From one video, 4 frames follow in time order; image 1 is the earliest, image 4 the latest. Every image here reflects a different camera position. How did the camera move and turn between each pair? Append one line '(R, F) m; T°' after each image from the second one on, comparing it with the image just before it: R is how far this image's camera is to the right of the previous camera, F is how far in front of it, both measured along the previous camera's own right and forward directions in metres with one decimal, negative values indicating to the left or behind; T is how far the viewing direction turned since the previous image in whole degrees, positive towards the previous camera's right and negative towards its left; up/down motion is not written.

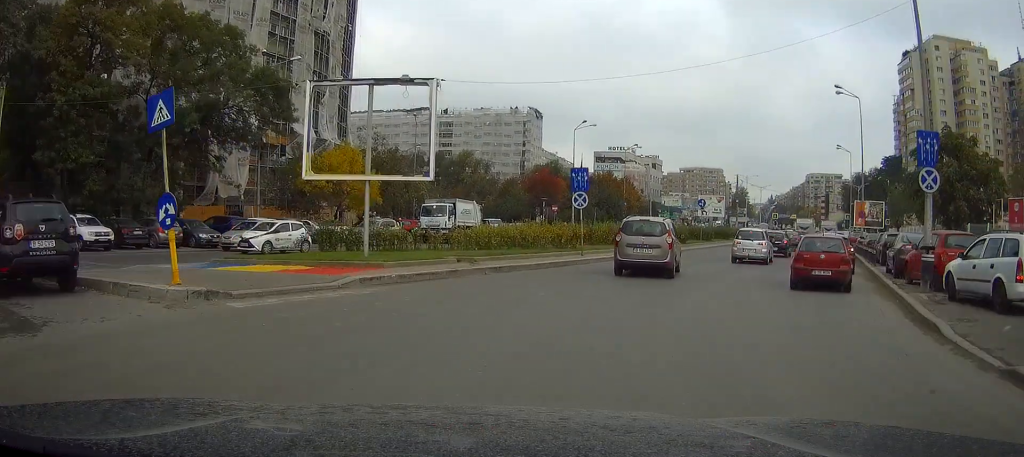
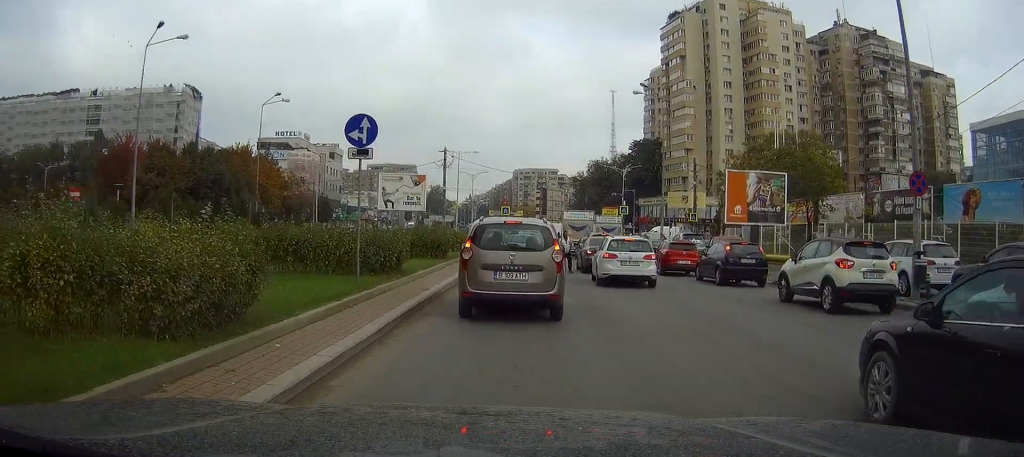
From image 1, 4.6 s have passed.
(+9.2, +37.8) m; +26°
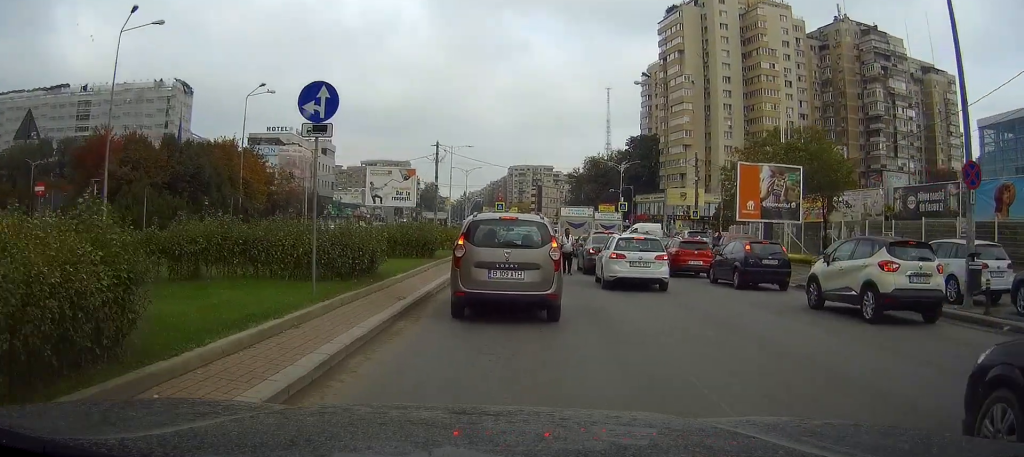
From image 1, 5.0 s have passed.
(0.0, +2.6) m; -1°
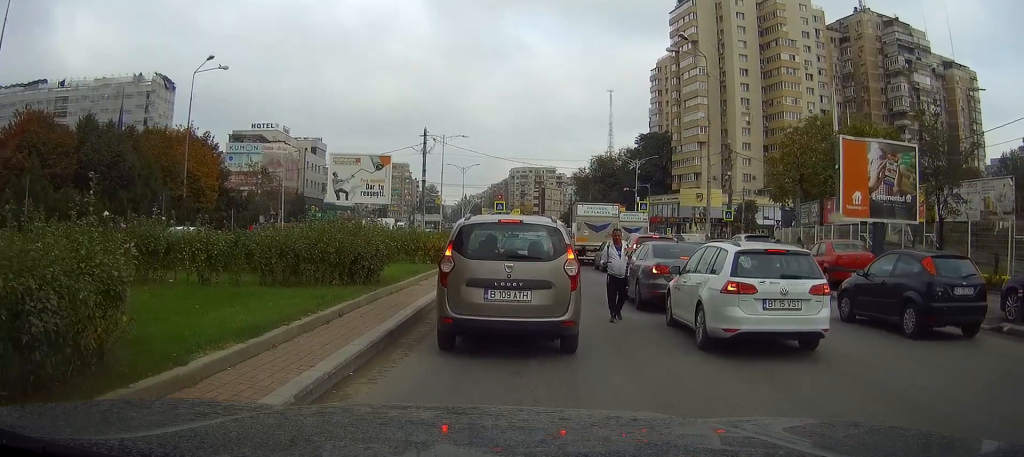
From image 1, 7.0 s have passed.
(-0.4, +11.0) m; -2°
